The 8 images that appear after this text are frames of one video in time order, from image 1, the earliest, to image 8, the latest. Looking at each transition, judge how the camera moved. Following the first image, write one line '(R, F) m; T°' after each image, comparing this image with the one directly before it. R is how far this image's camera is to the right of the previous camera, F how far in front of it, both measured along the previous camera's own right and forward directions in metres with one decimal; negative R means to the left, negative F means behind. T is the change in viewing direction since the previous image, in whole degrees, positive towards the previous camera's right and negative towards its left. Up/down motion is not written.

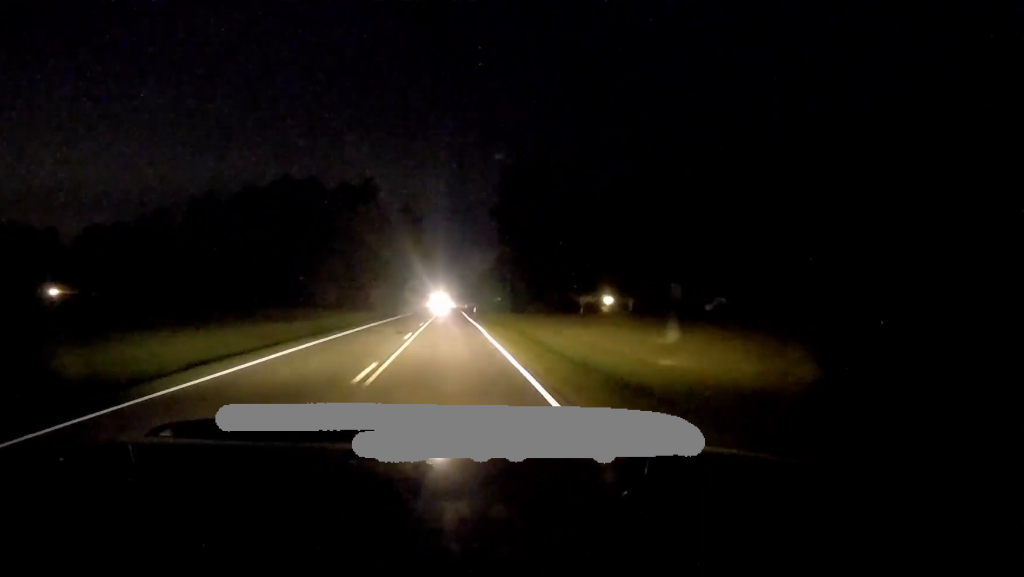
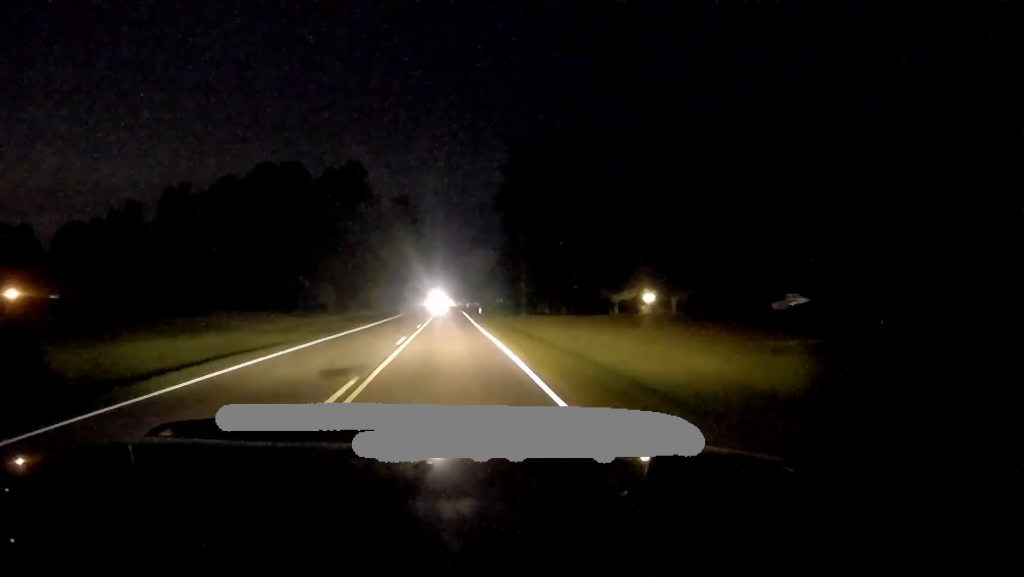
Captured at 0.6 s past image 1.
(-0.5, +15.1) m; -1°
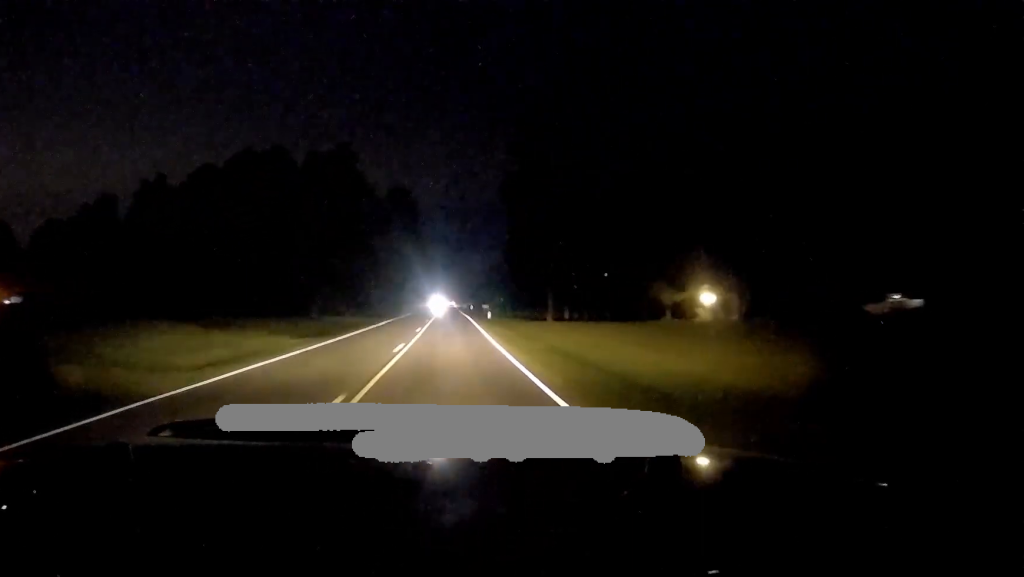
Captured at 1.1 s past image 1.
(+0.2, +13.5) m; +1°
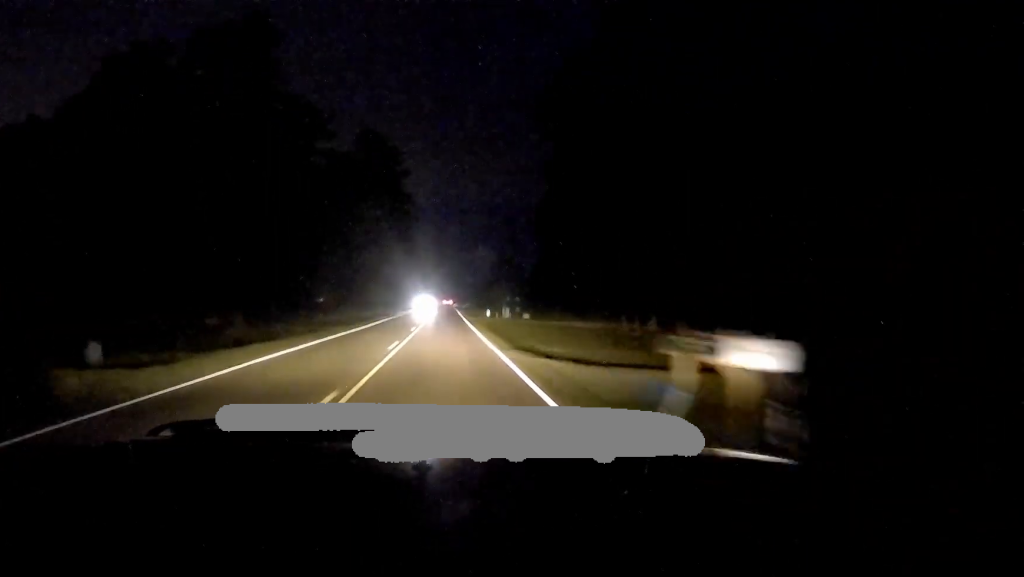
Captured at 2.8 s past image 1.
(+1.0, +47.6) m; 0°
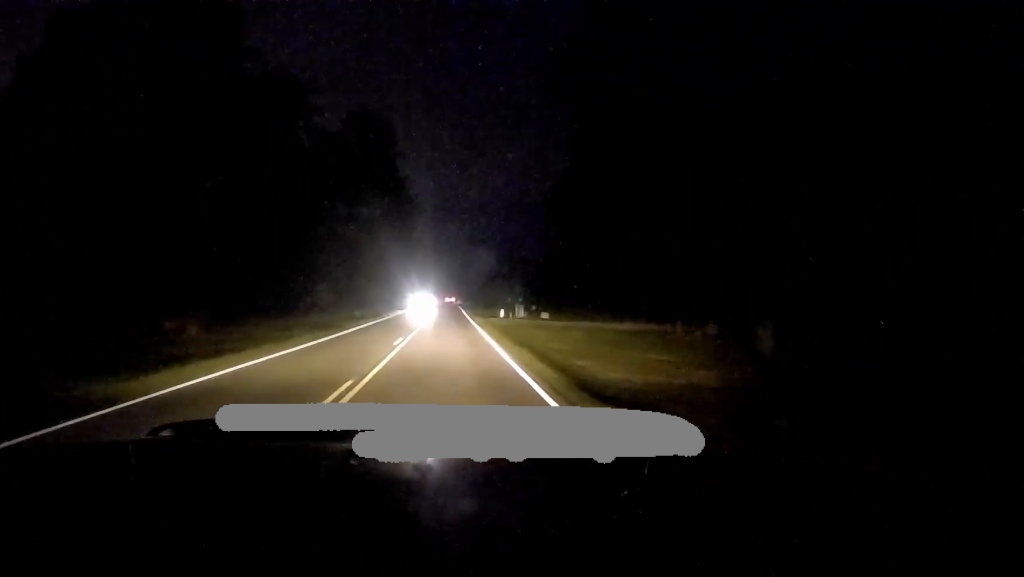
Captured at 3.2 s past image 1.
(-0.4, +10.8) m; -1°
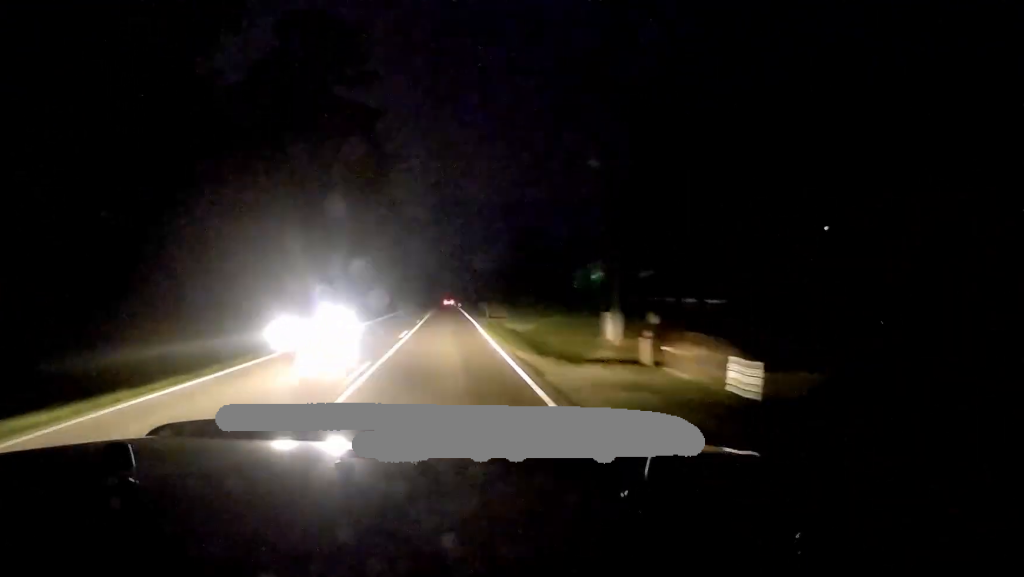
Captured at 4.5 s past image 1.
(-0.1, +33.2) m; +1°
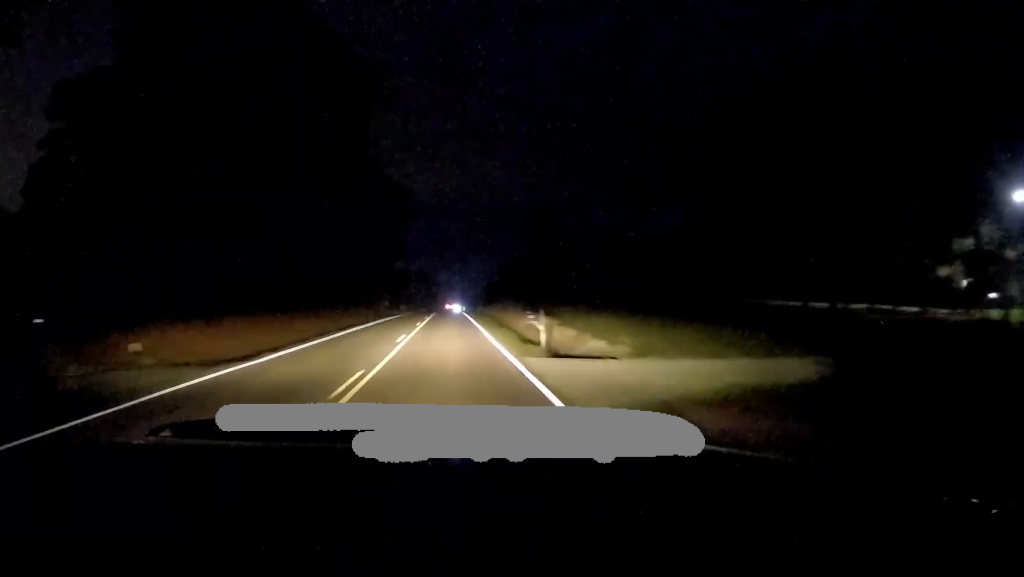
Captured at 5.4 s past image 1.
(+0.6, +25.8) m; 0°
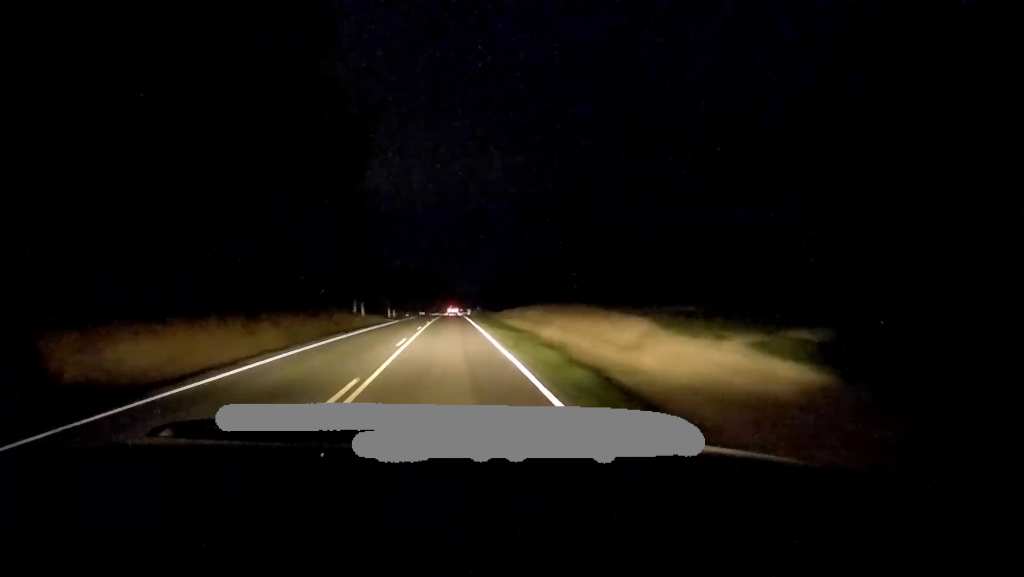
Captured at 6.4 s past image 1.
(-0.7, +24.8) m; 0°
